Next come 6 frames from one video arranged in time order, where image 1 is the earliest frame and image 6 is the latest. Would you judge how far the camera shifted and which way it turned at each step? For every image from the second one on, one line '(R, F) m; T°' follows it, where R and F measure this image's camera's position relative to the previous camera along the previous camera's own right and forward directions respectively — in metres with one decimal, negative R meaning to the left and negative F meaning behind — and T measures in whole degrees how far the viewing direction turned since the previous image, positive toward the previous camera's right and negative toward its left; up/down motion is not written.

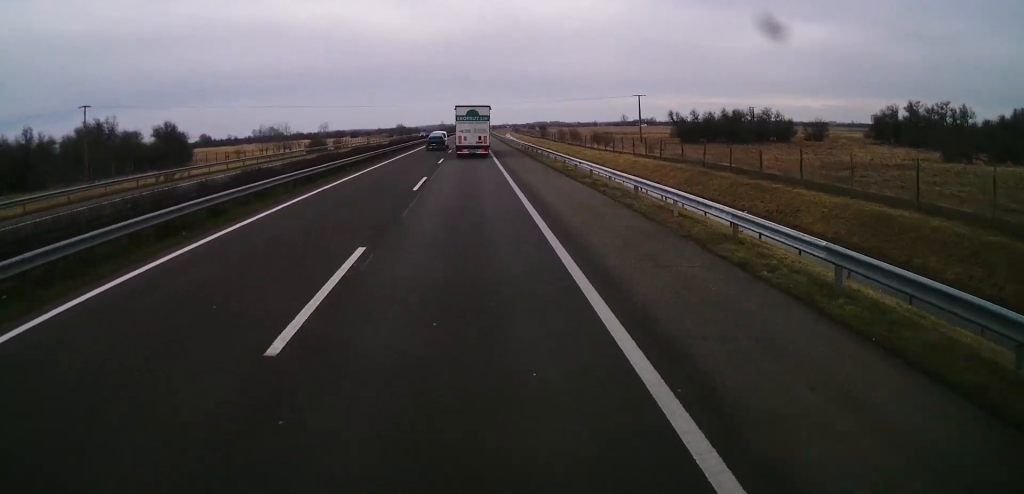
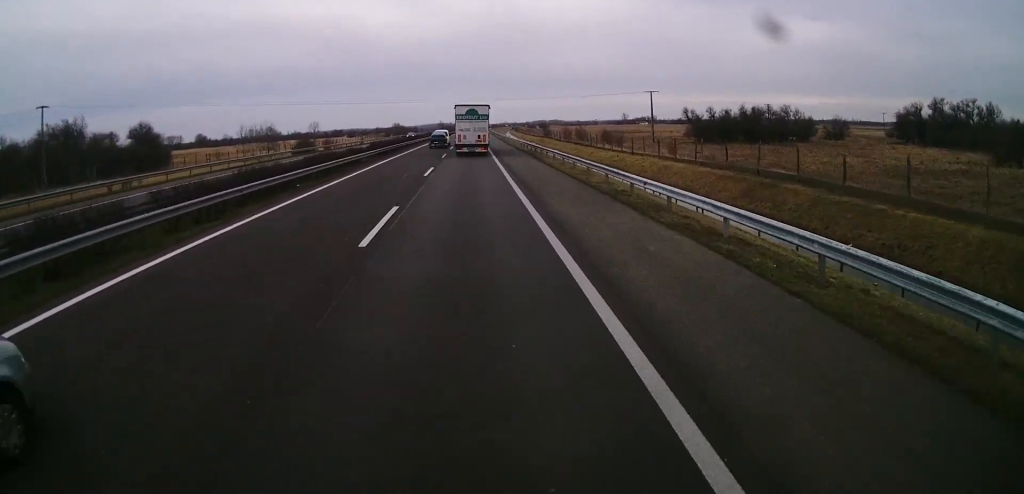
(0.0, +11.5) m; 0°
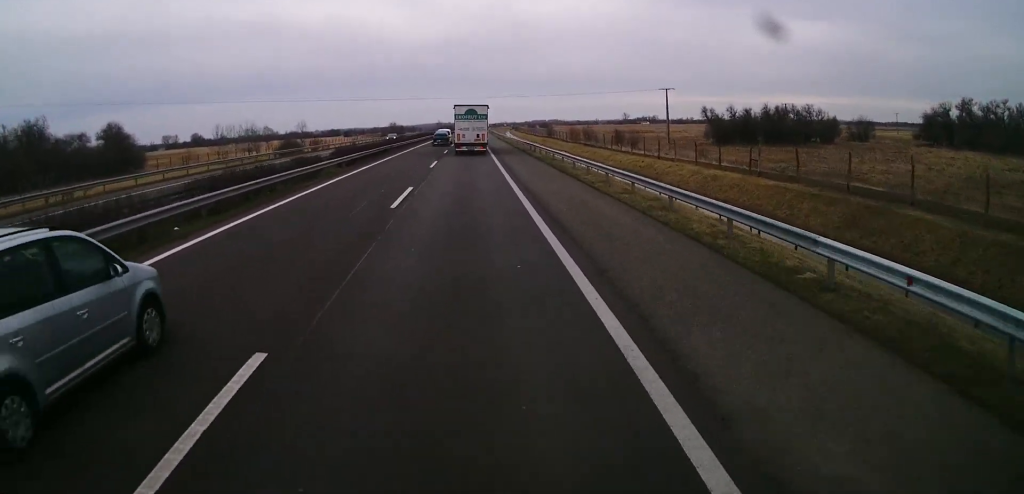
(-0.1, +12.3) m; 0°
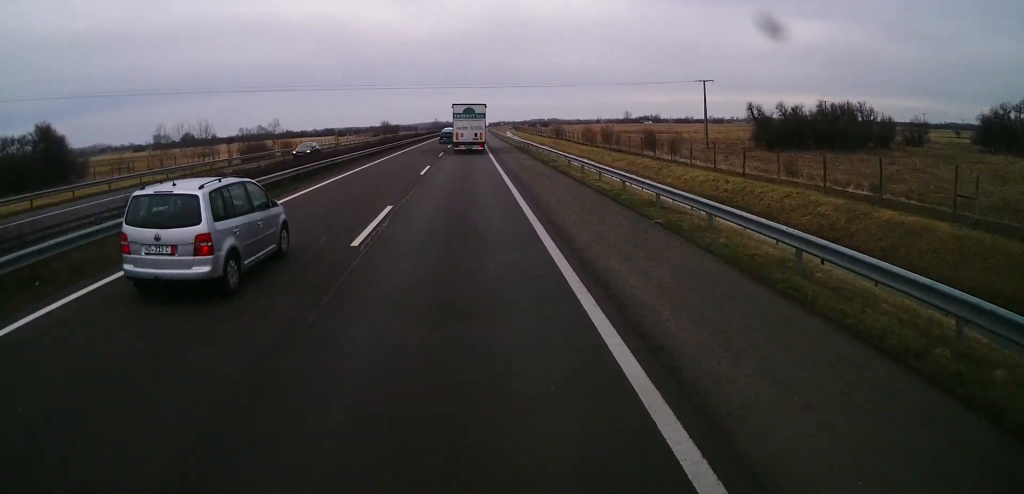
(-0.1, +23.0) m; 0°
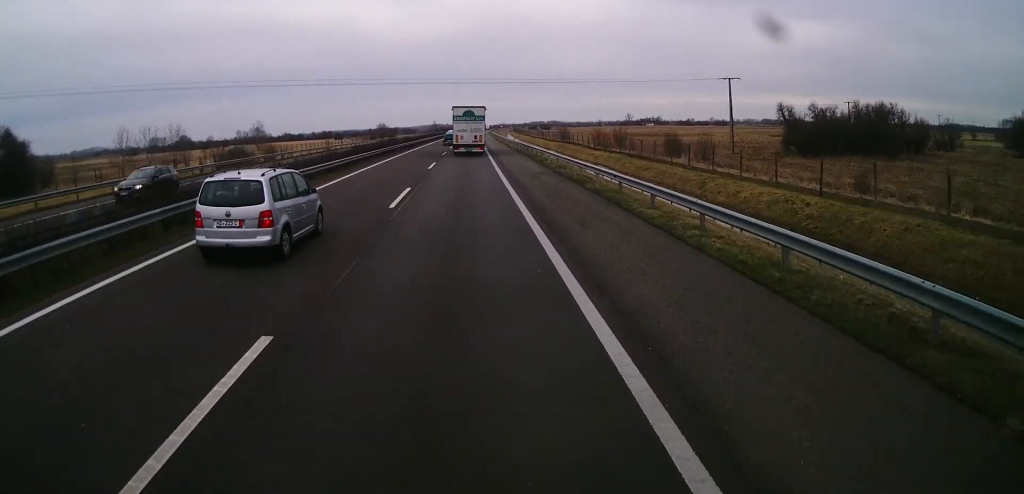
(+0.1, +11.5) m; 0°
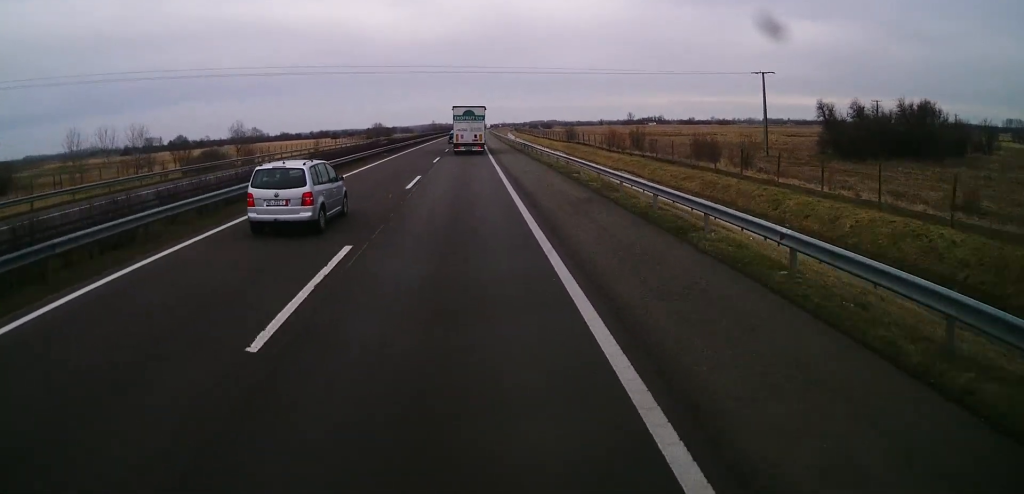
(0.0, +12.2) m; 0°
